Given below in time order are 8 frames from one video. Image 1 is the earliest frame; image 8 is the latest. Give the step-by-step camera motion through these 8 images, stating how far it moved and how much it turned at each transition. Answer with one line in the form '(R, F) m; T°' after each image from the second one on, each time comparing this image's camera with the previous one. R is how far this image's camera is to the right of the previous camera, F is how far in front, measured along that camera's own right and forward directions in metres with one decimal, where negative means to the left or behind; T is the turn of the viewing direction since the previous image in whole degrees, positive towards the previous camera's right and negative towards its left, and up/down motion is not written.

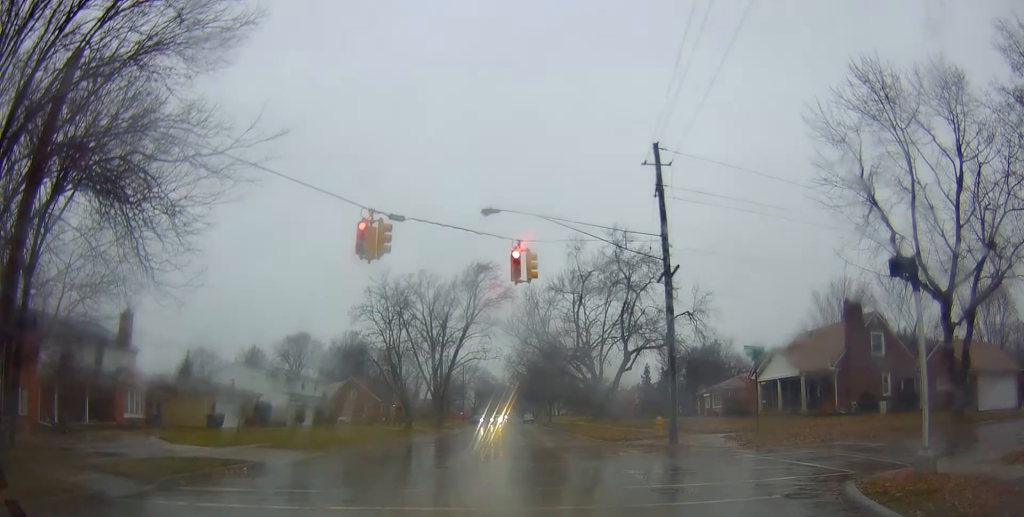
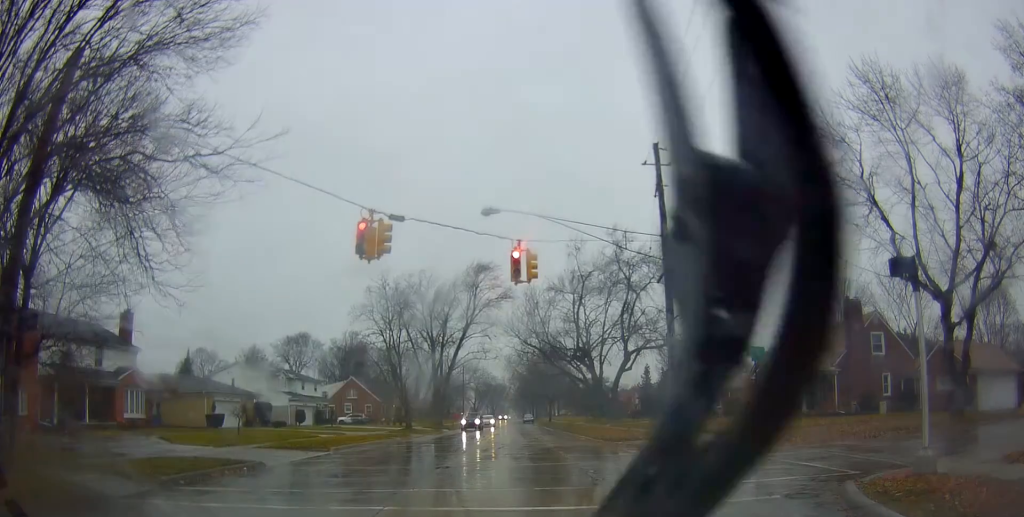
(0.0, 0.0) m; 0°
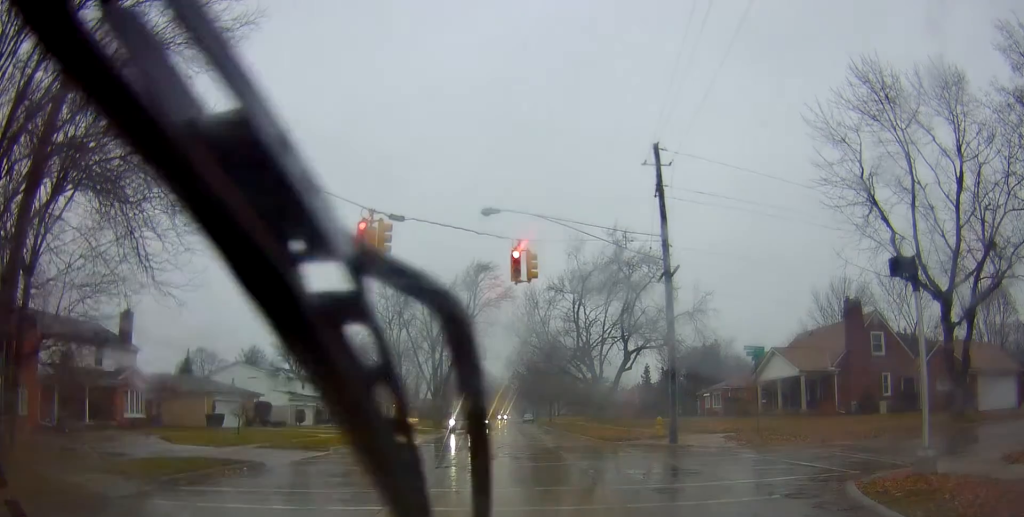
(0.0, 0.0) m; 0°
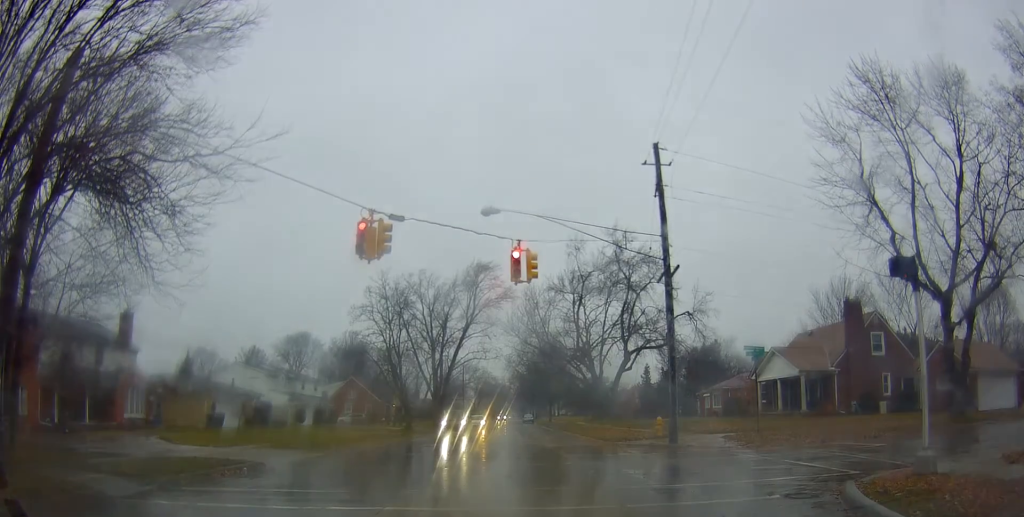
(0.0, 0.0) m; 0°
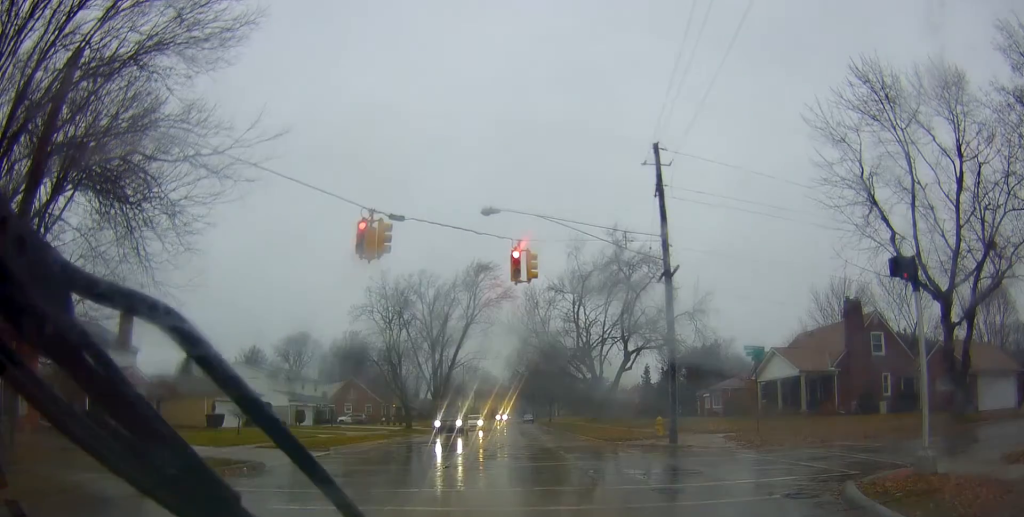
(0.0, 0.0) m; 0°
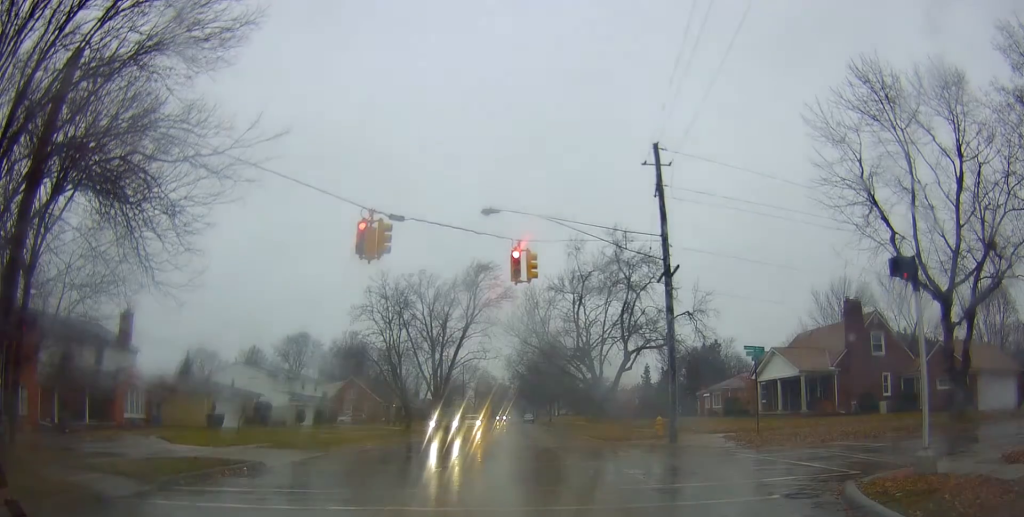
(0.0, 0.0) m; 0°
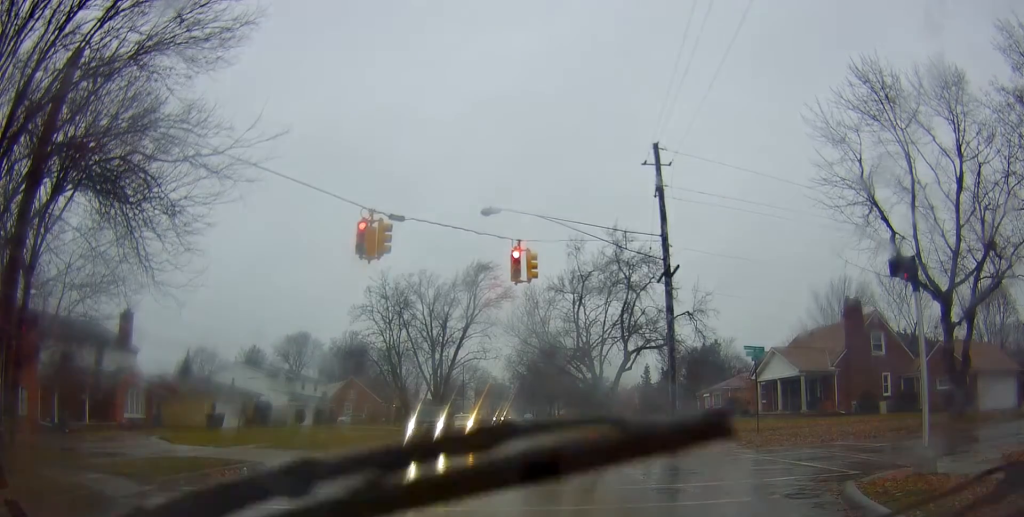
(0.0, +0.2) m; 0°
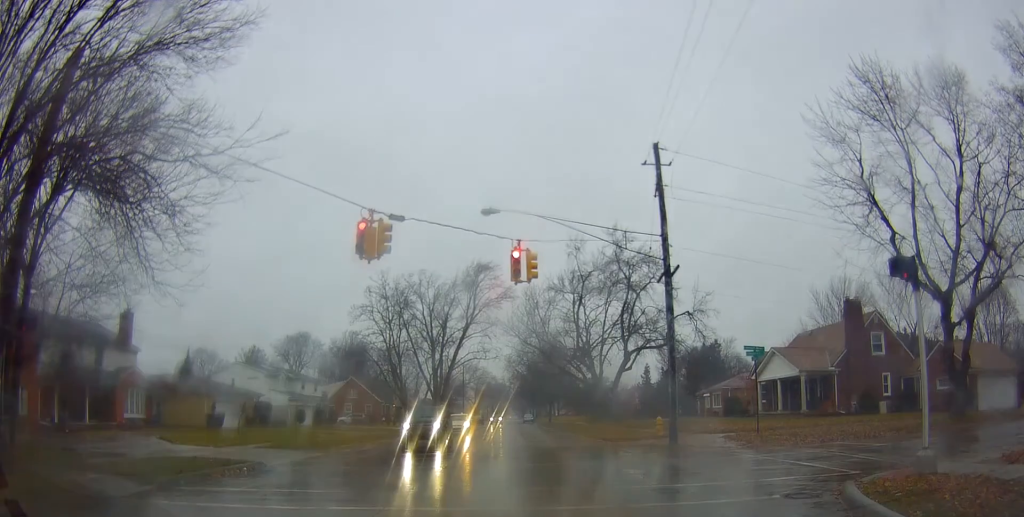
(0.0, 0.0) m; 0°
